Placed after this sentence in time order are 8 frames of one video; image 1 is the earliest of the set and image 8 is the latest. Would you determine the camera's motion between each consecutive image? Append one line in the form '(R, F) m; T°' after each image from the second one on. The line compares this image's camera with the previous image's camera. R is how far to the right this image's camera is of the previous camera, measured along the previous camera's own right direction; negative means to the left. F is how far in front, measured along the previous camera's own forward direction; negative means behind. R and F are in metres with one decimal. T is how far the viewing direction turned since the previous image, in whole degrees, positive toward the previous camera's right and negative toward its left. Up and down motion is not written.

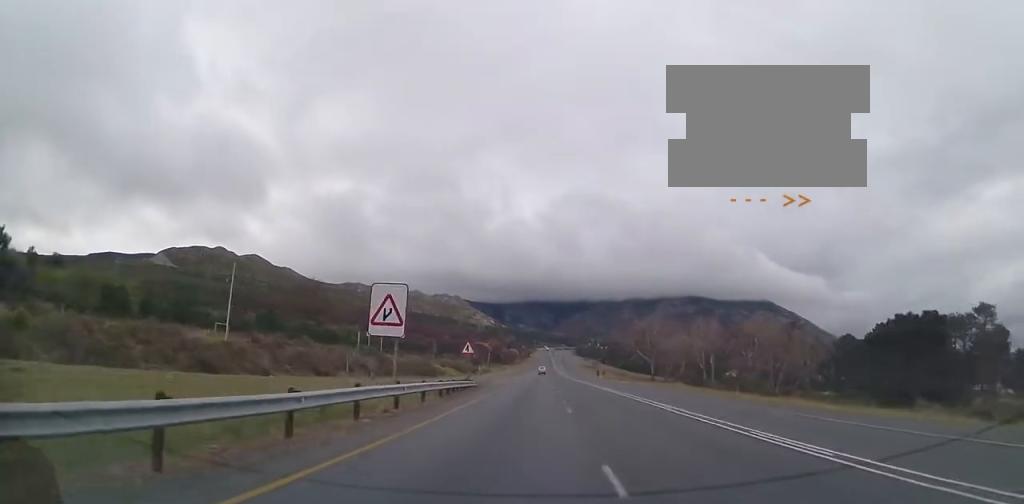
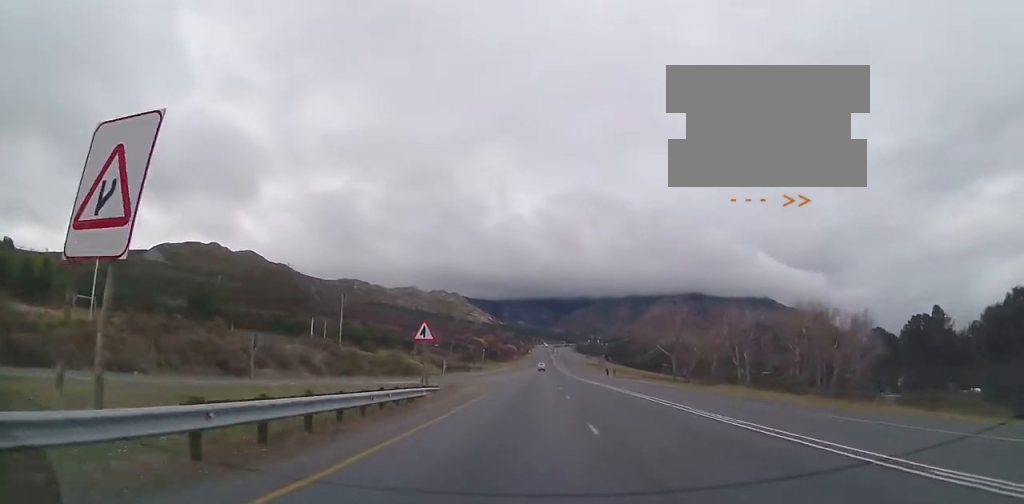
(0.0, +18.8) m; 0°
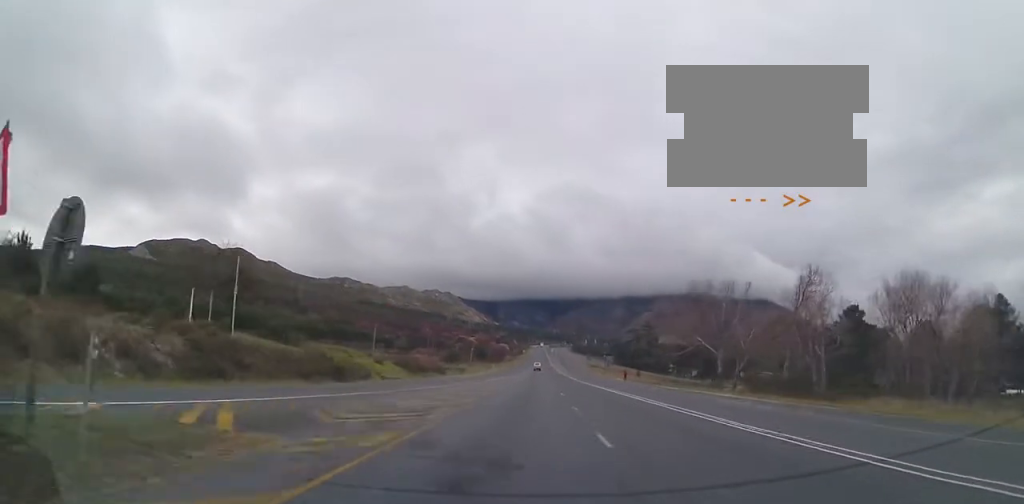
(0.0, +26.0) m; +1°
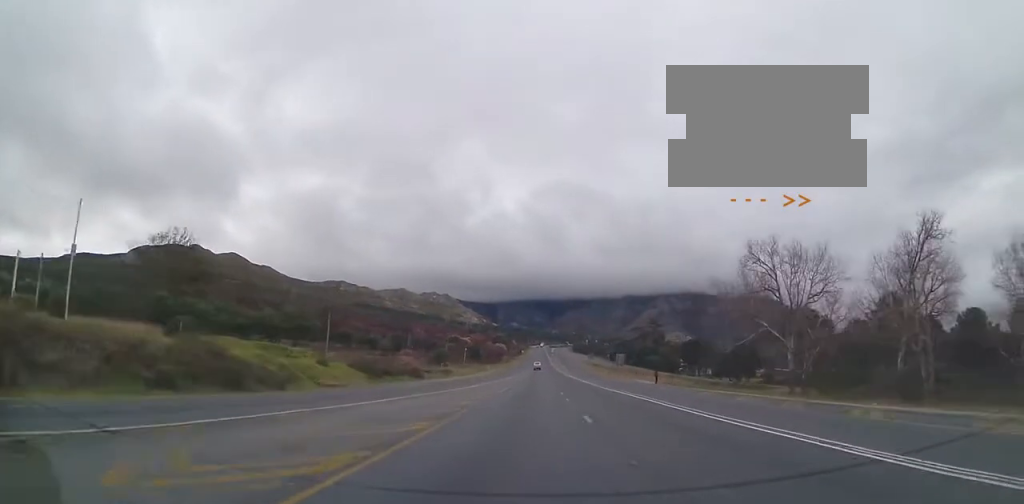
(+0.3, +19.5) m; 0°
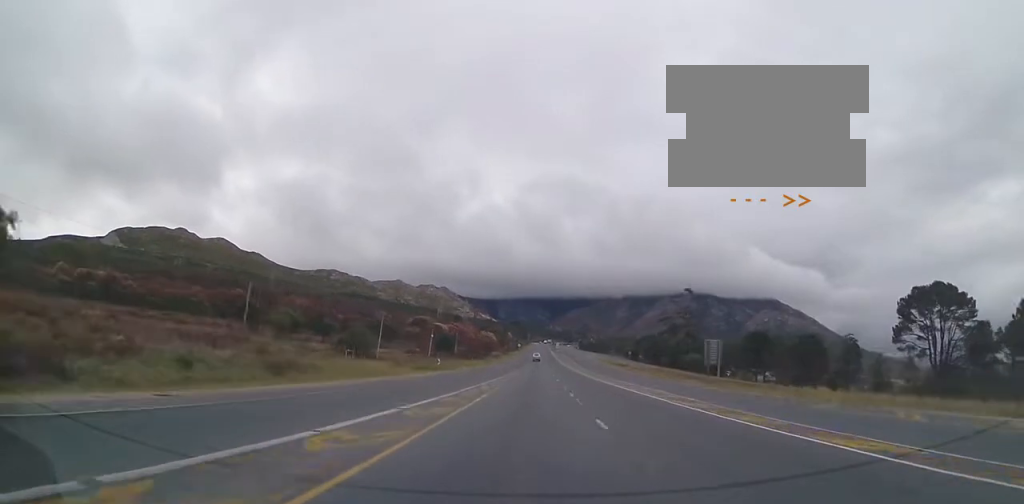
(-0.7, +62.6) m; 0°
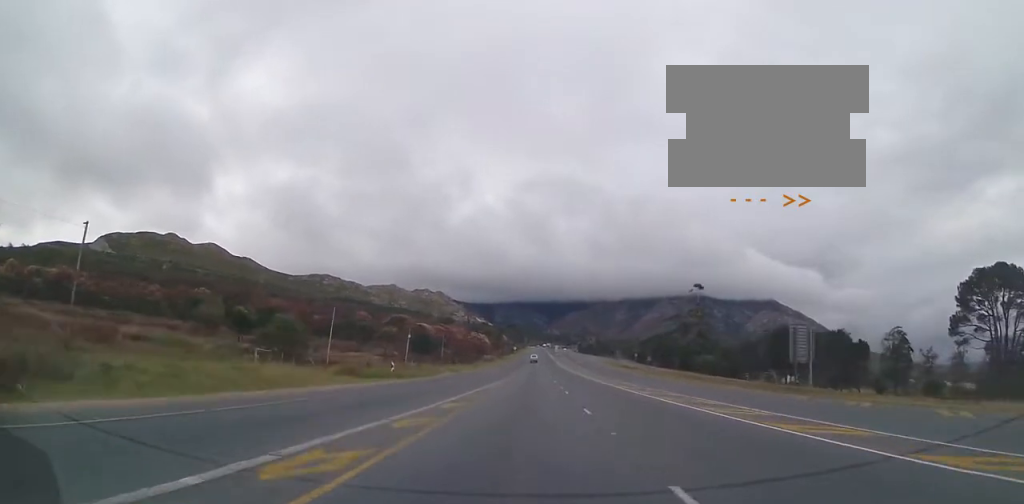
(+0.2, +20.3) m; 0°
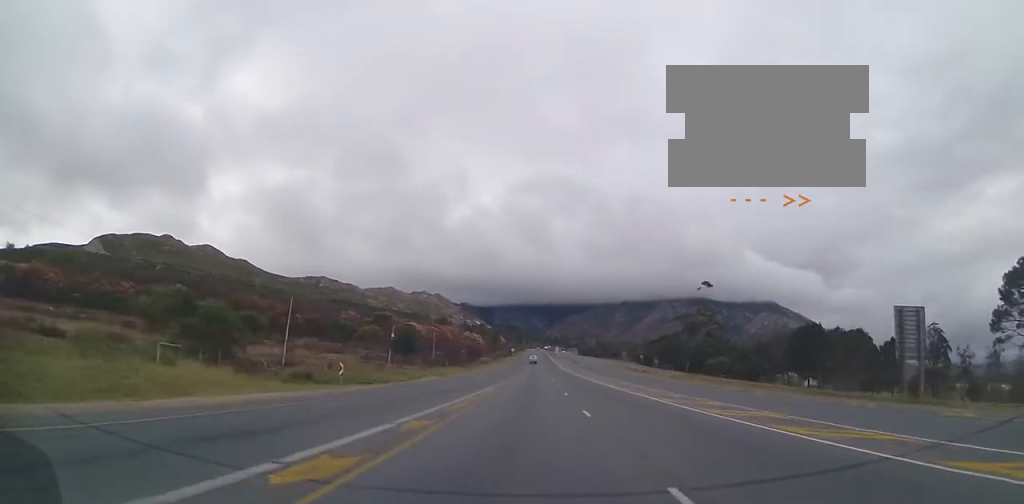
(+0.2, +12.2) m; 0°
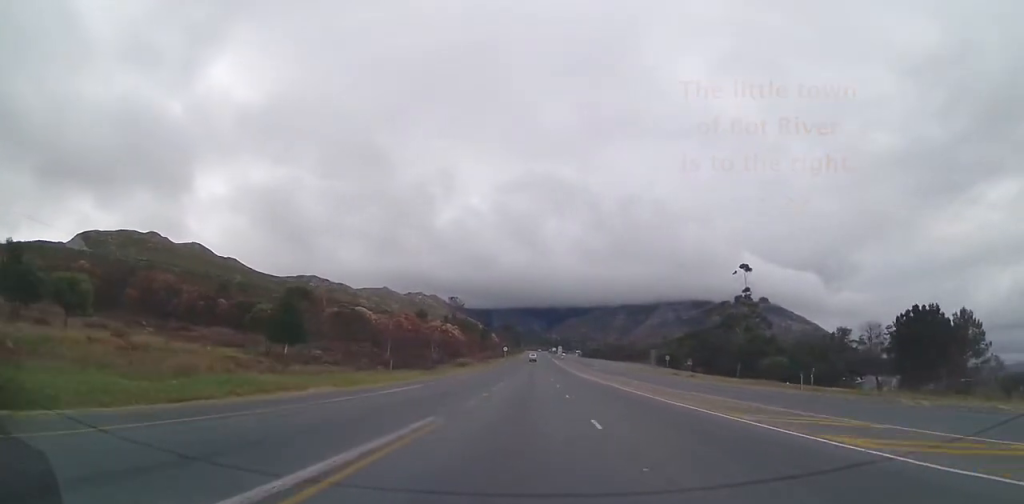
(-0.3, +40.1) m; 0°
